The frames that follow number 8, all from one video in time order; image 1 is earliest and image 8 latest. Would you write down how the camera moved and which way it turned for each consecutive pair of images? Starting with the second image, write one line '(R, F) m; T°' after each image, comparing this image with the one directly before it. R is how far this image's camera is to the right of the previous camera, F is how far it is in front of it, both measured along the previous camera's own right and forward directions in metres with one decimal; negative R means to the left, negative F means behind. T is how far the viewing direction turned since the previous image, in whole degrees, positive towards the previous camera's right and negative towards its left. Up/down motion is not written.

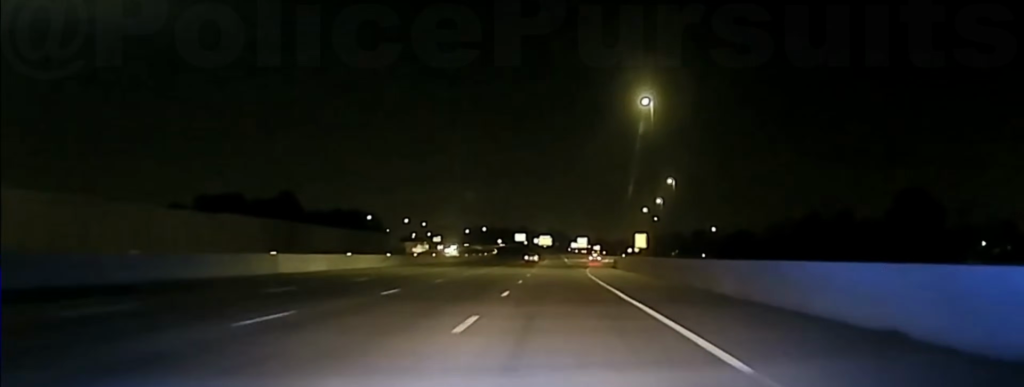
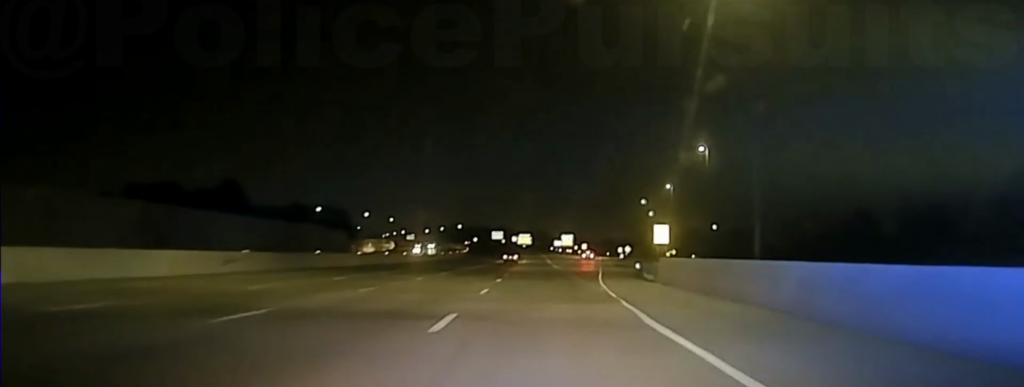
(+0.3, +40.2) m; +2°
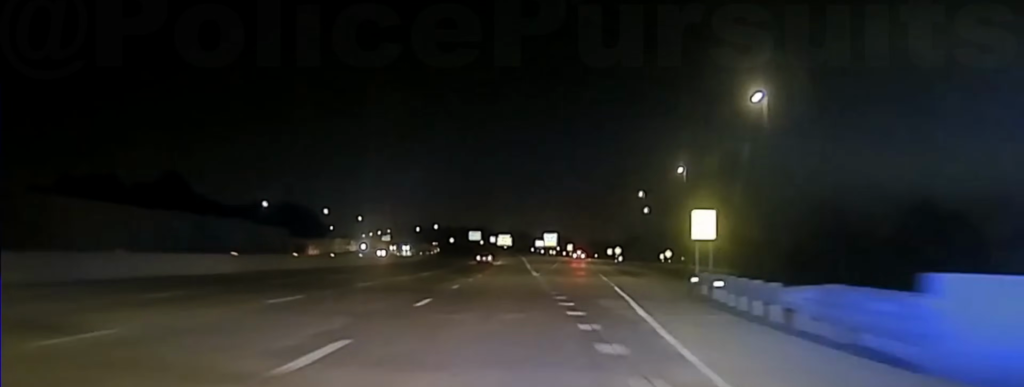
(+0.7, +33.9) m; +1°
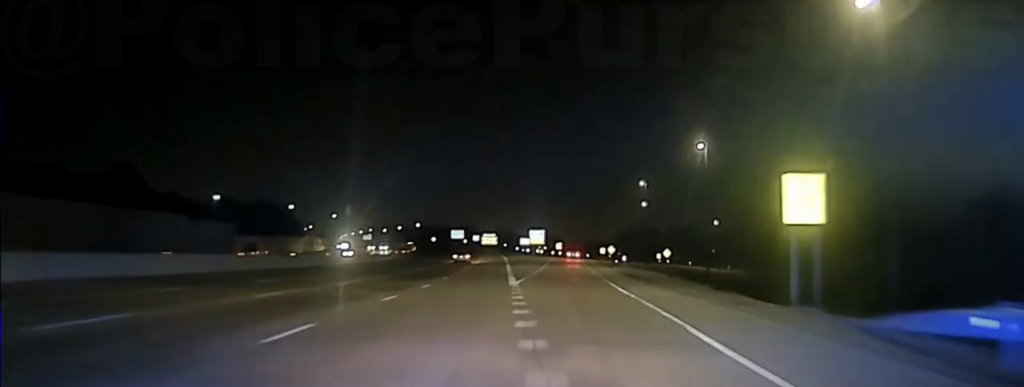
(+0.1, +21.9) m; 0°
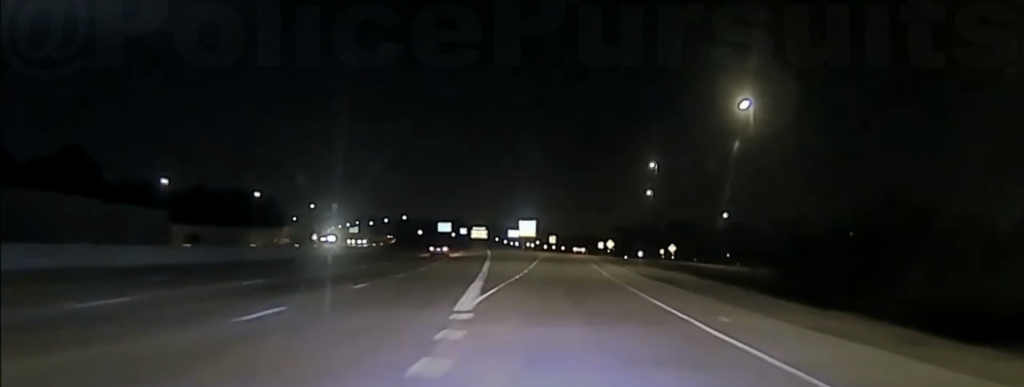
(0.0, +20.0) m; 0°
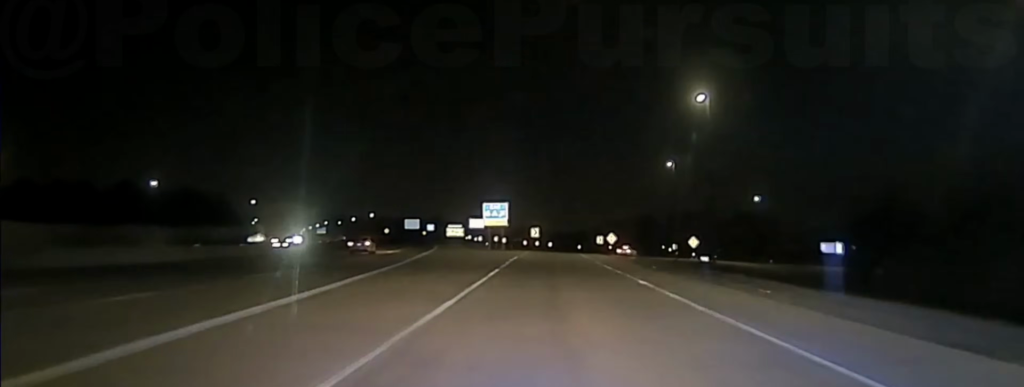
(+0.3, +42.6) m; +1°
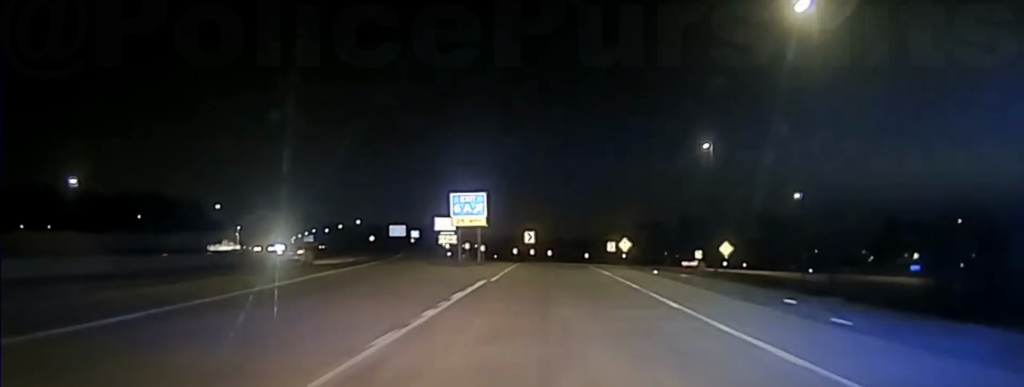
(+0.1, +26.0) m; +1°
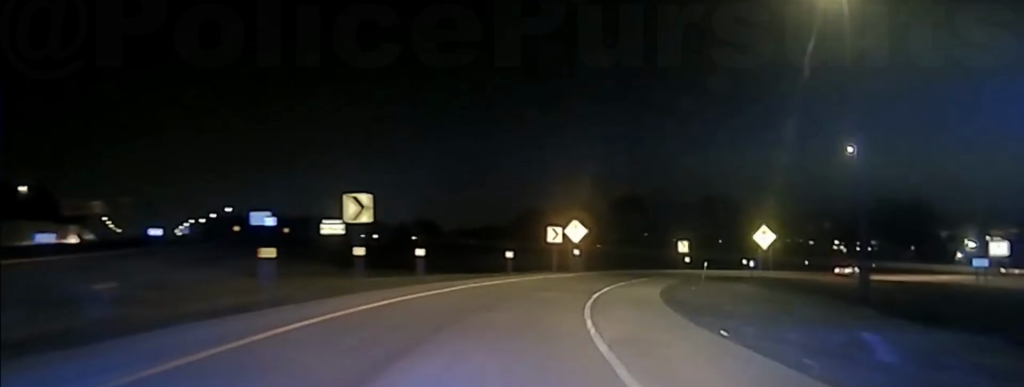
(+2.1, +52.8) m; +8°
